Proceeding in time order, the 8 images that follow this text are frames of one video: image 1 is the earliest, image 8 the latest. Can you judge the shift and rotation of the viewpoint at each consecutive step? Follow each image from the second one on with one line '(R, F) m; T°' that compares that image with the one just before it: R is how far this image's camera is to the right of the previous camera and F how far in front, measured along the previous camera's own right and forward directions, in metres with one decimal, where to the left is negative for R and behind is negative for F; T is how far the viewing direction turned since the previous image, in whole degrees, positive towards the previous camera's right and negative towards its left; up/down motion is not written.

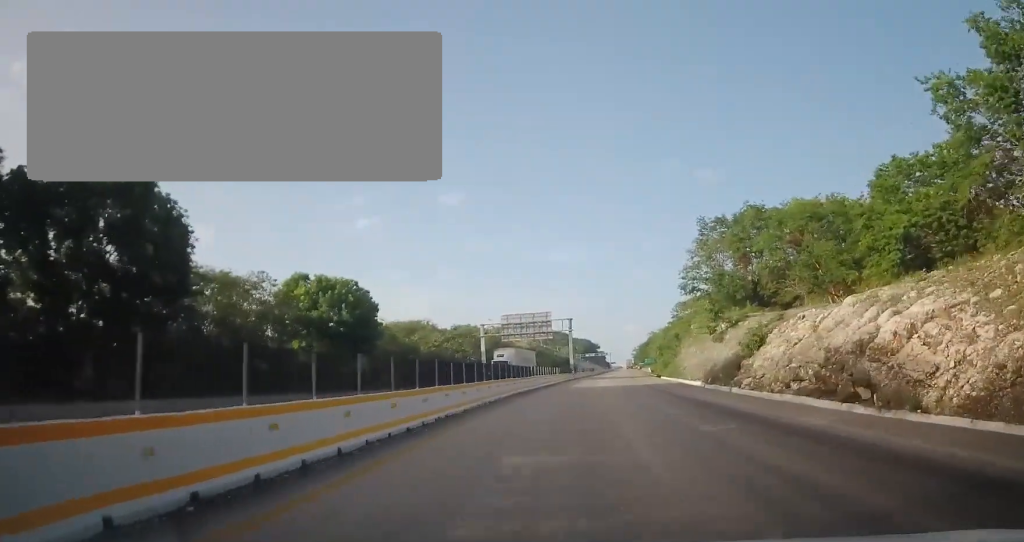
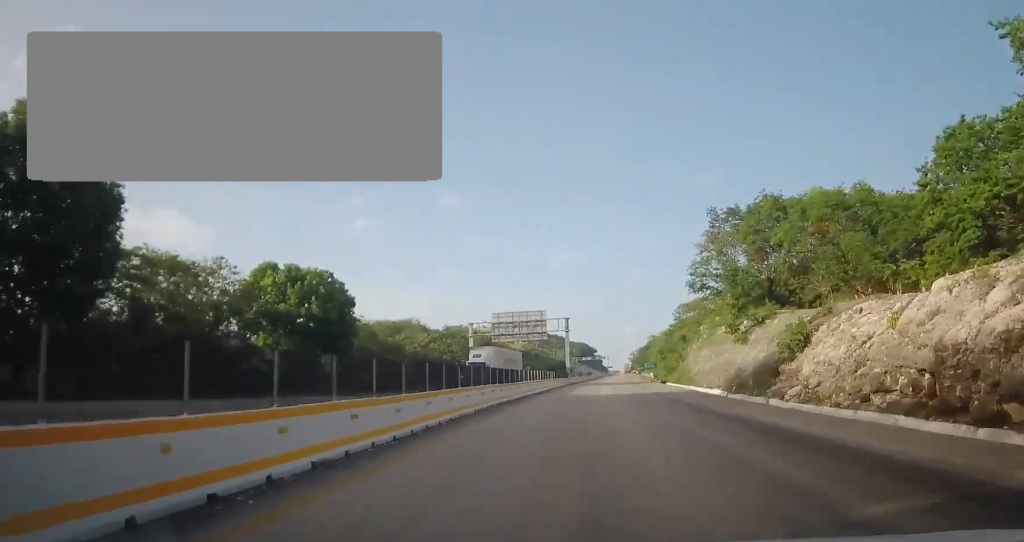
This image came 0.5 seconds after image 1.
(0.0, +7.4) m; 0°
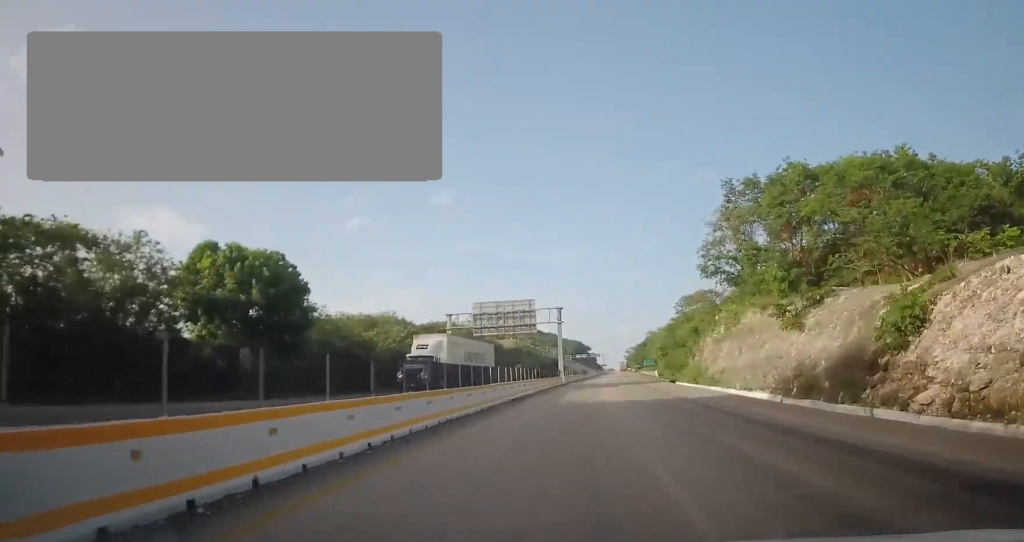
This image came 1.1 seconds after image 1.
(+0.5, +10.6) m; 0°
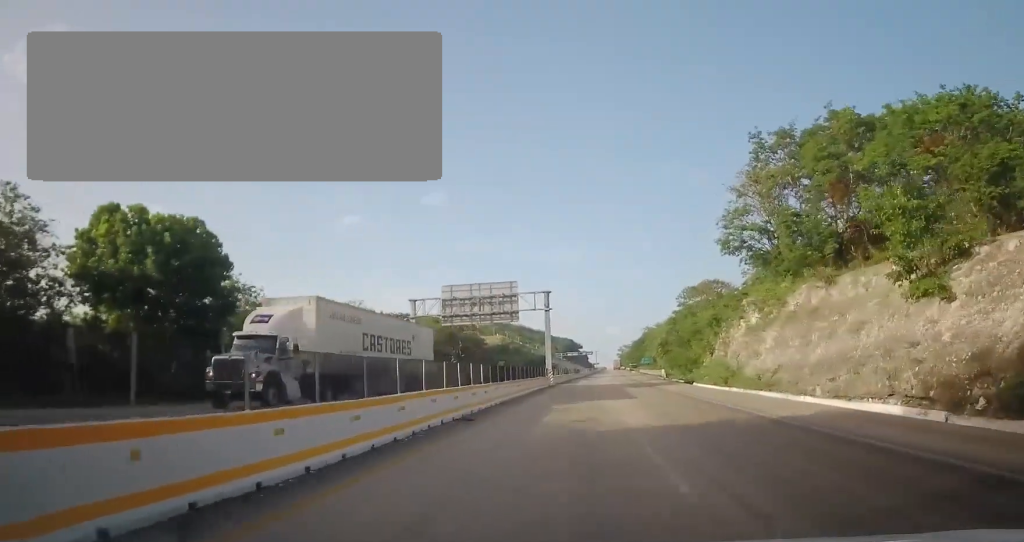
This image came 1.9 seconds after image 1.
(-0.3, +13.0) m; 0°
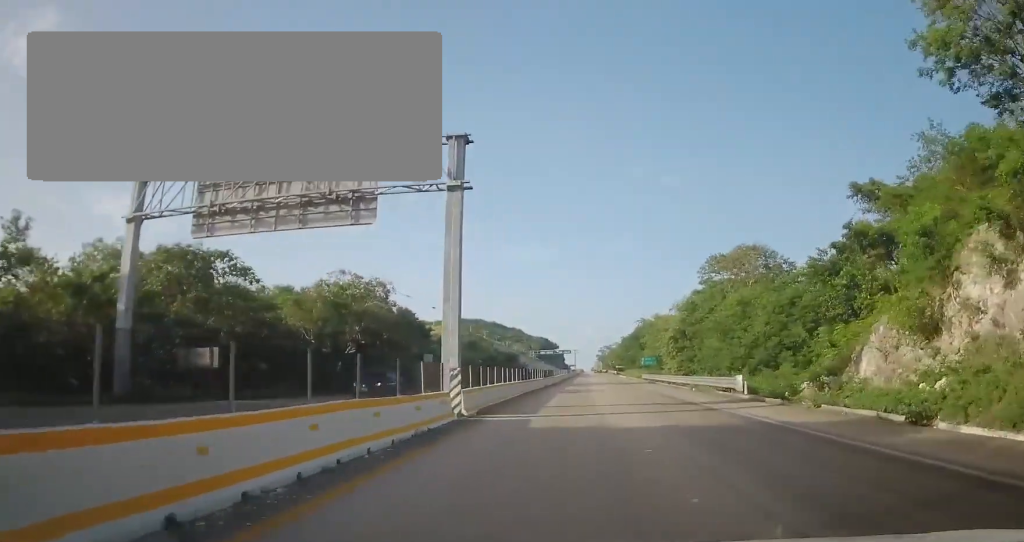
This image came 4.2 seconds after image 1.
(+1.9, +37.4) m; +5°
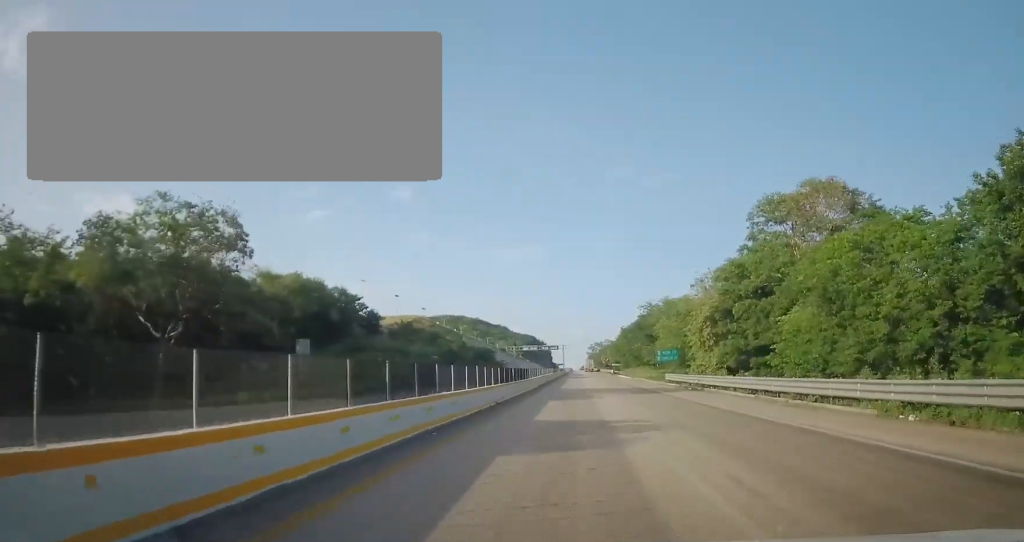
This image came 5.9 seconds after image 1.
(+0.1, +27.4) m; 0°
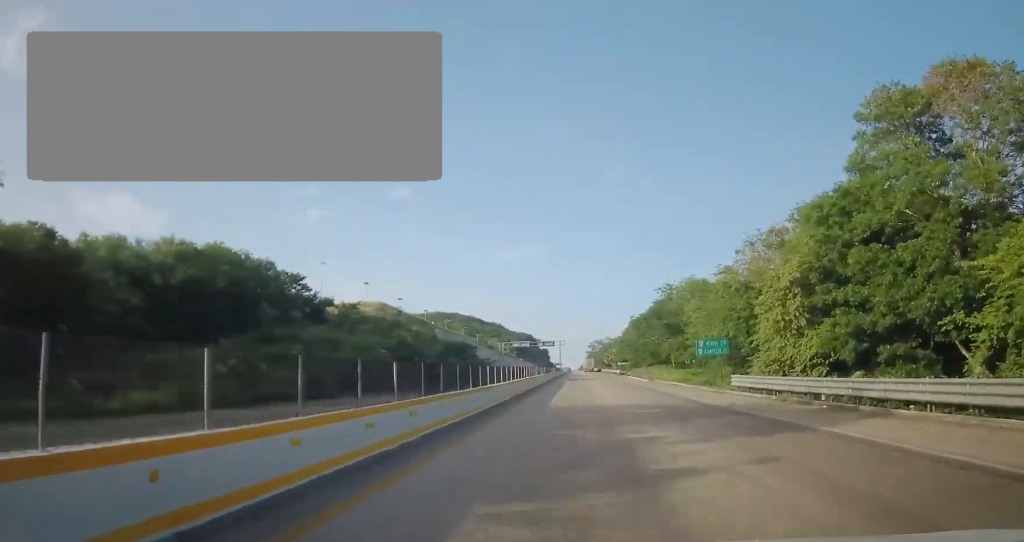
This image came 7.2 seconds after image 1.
(0.0, +22.3) m; 0°
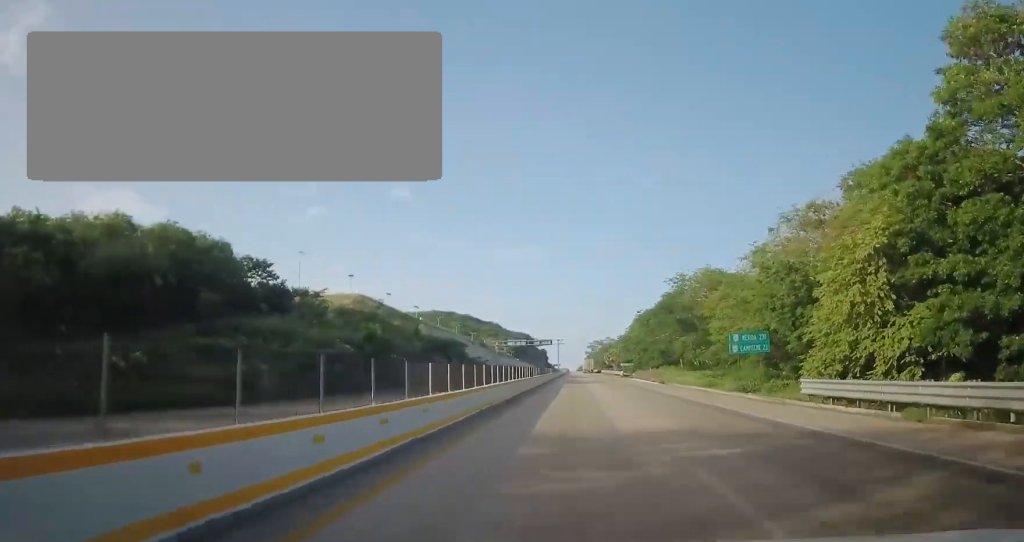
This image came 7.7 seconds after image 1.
(0.0, +9.6) m; 0°
